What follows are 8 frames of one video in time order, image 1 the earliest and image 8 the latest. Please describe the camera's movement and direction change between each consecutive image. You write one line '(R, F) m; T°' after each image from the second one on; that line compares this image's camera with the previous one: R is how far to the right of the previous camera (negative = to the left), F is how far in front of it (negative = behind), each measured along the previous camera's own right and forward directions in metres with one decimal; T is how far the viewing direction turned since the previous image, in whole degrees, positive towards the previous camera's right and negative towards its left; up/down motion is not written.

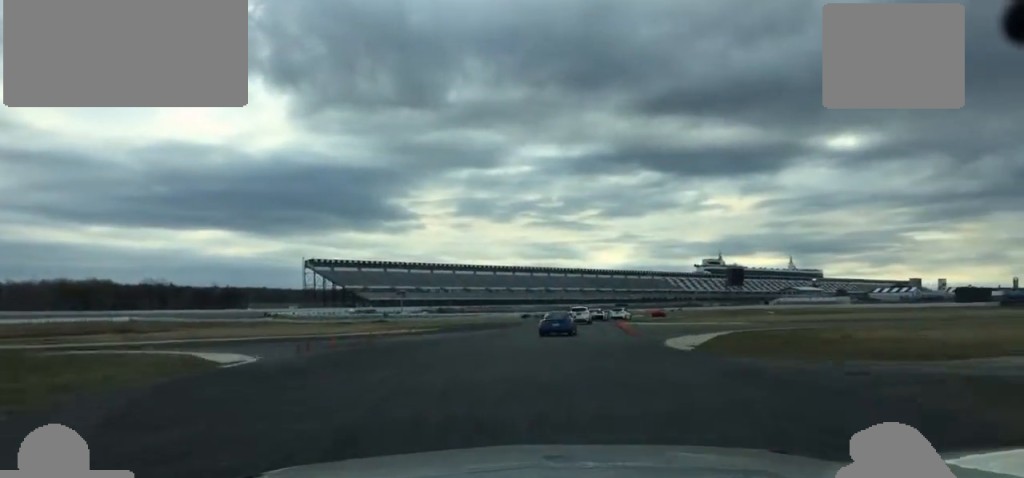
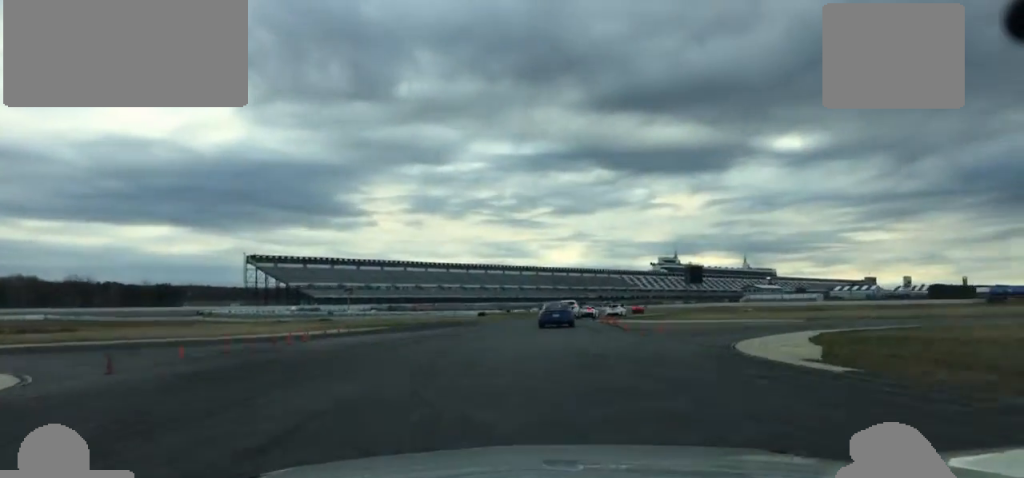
(+0.4, +14.0) m; +3°
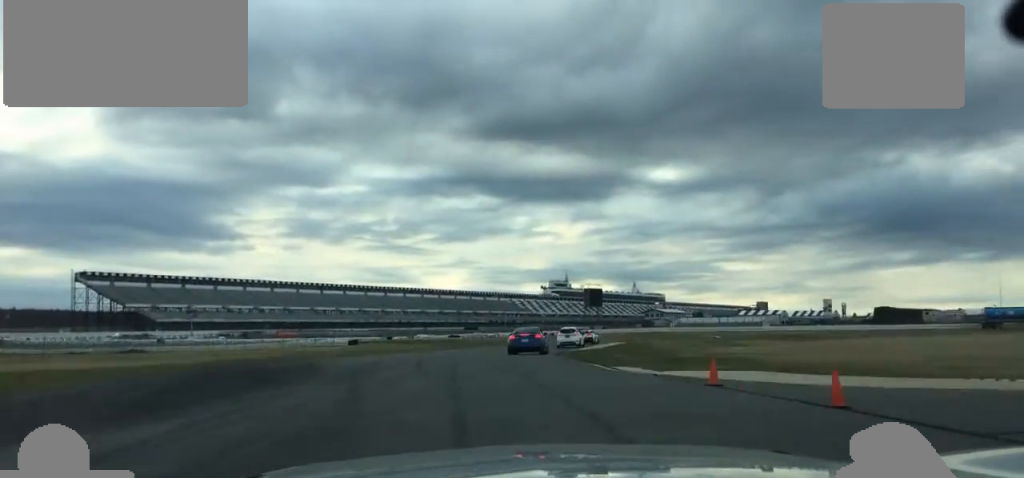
(+3.2, +39.5) m; +9°
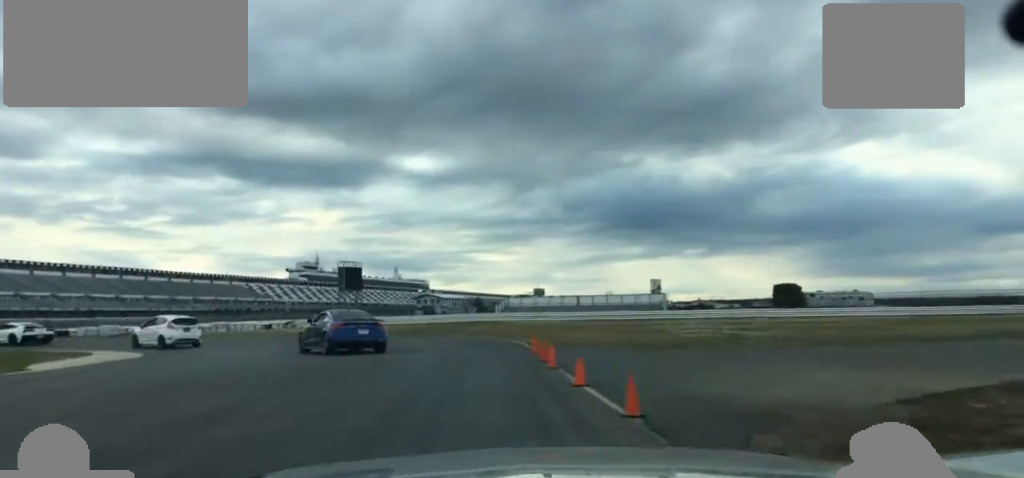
(+9.9, +72.8) m; +9°
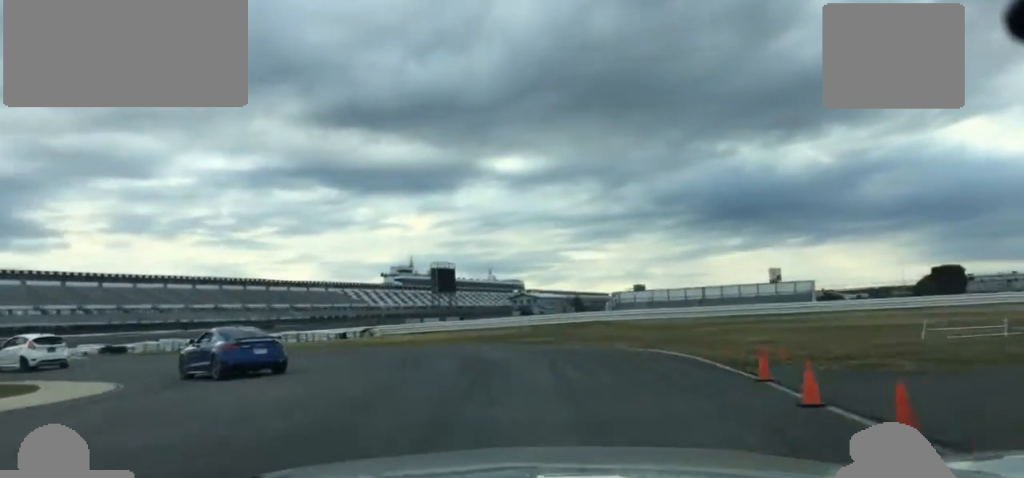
(-0.1, +13.0) m; -7°
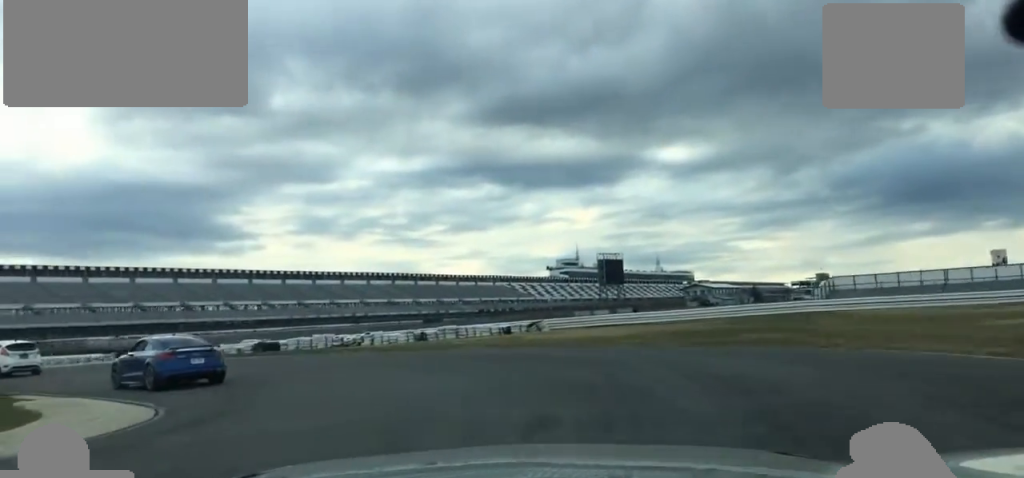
(-0.6, +10.9) m; -10°
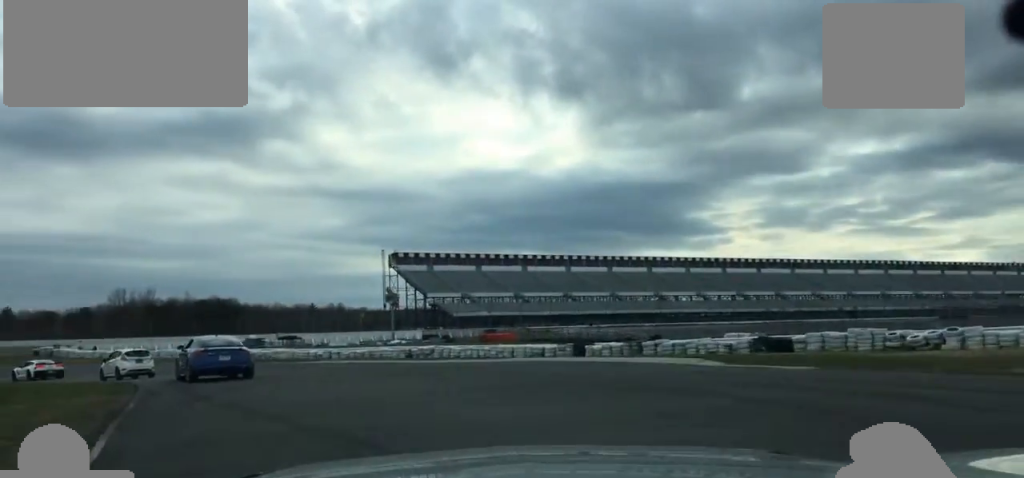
(-5.2, +23.2) m; -27°
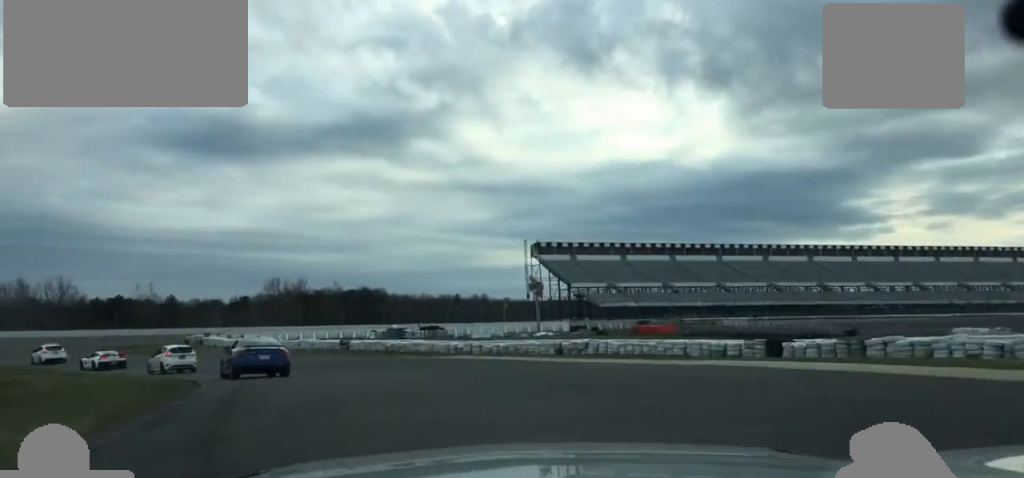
(-1.4, +9.5) m; -8°
